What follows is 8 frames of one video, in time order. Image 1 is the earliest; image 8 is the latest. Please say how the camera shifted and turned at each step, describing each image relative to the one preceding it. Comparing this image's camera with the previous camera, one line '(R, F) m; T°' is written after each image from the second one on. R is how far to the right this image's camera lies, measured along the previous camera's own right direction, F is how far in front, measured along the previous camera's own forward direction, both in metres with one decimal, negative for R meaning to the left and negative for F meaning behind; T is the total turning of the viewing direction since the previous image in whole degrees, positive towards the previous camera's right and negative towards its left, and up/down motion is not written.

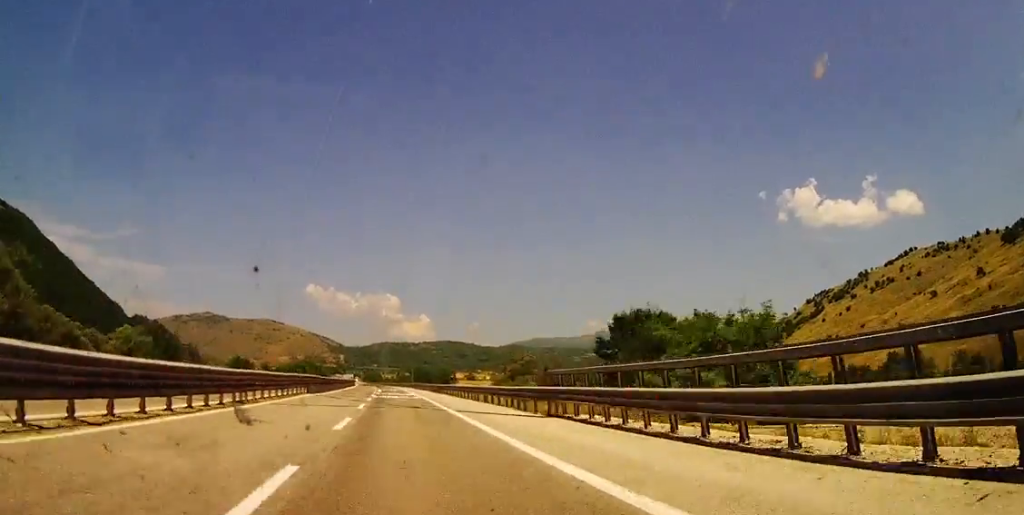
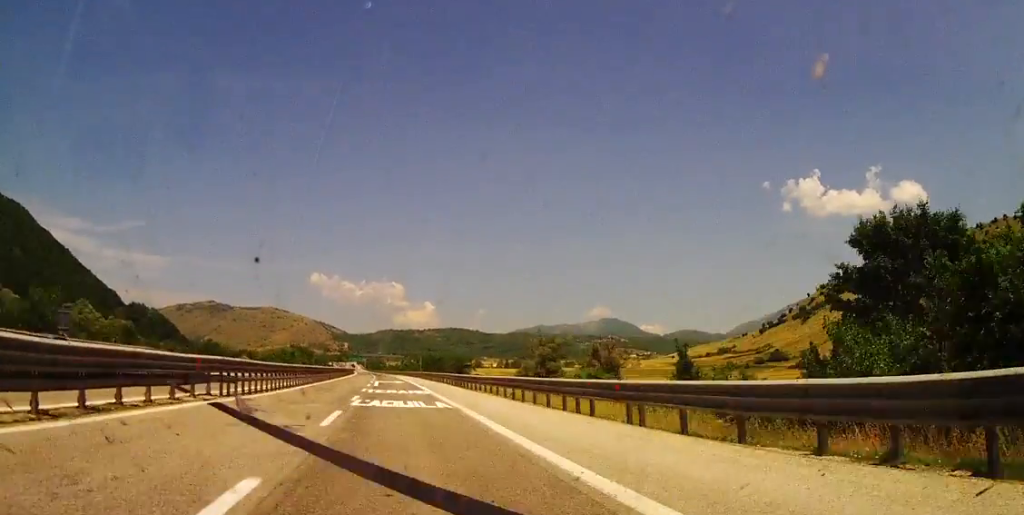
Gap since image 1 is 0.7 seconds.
(-0.1, +25.5) m; -1°
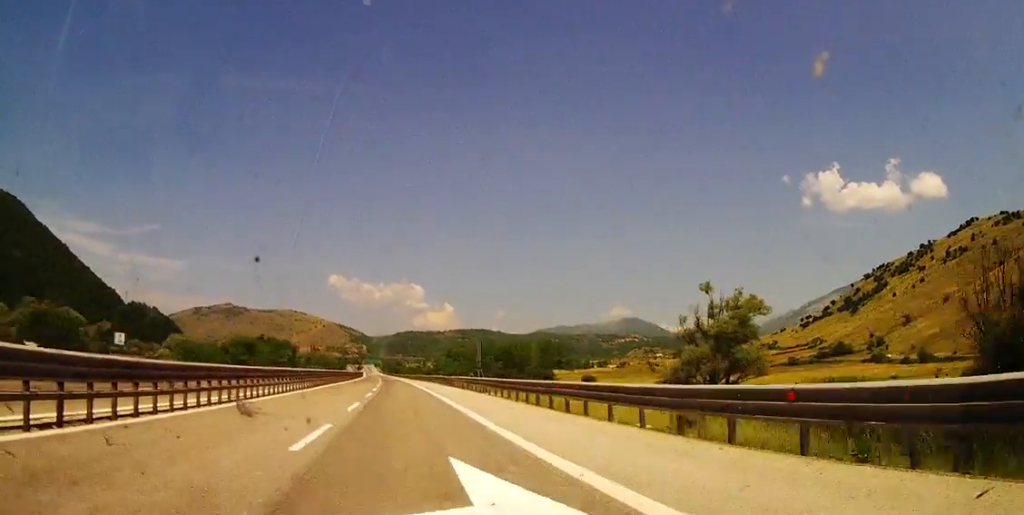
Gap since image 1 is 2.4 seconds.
(-0.9, +63.1) m; -2°
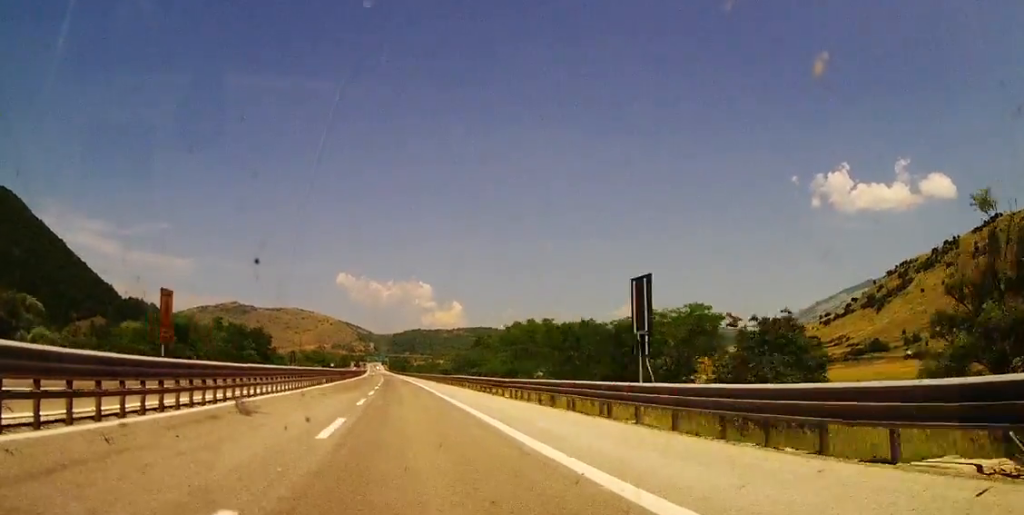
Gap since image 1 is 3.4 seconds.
(-0.5, +33.7) m; -1°
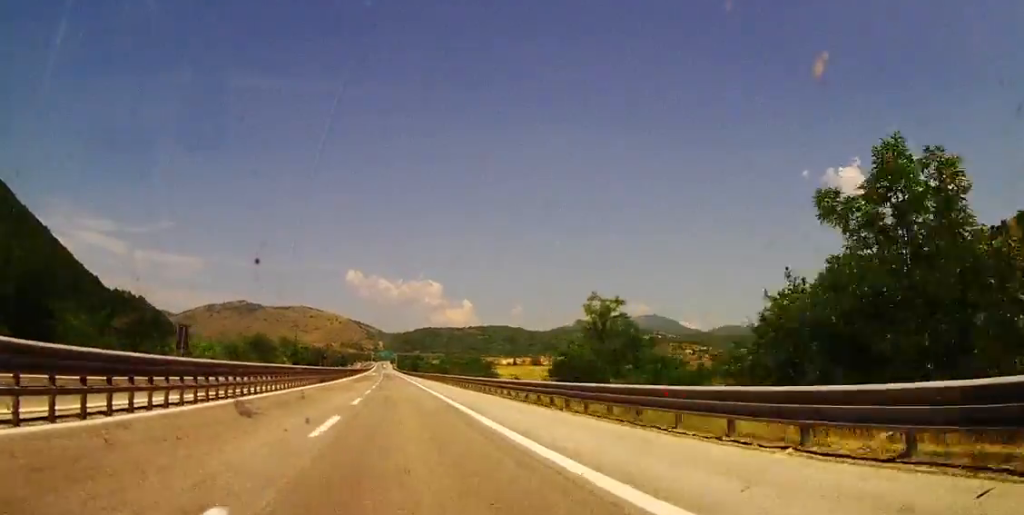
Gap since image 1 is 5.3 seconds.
(-1.3, +70.4) m; -2°
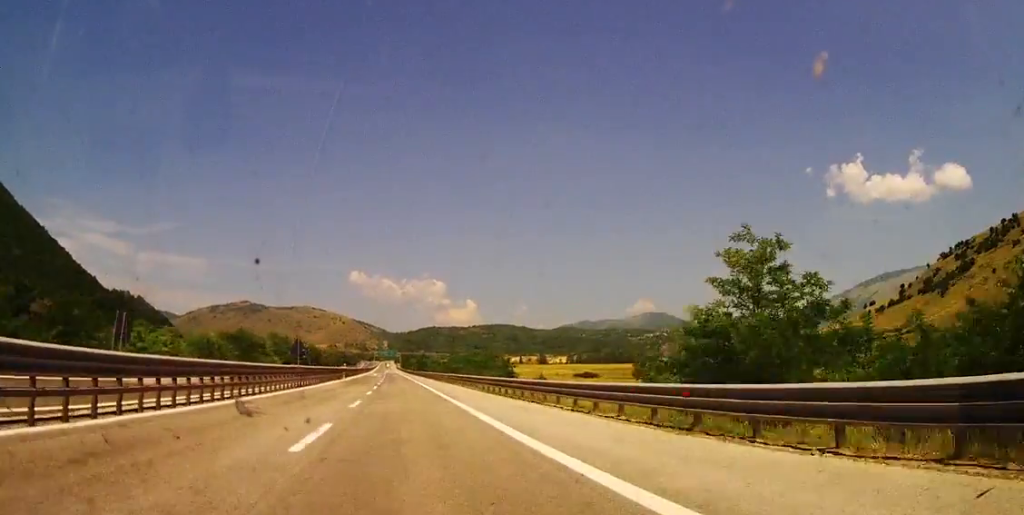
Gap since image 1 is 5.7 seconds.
(0.0, +14.3) m; 0°
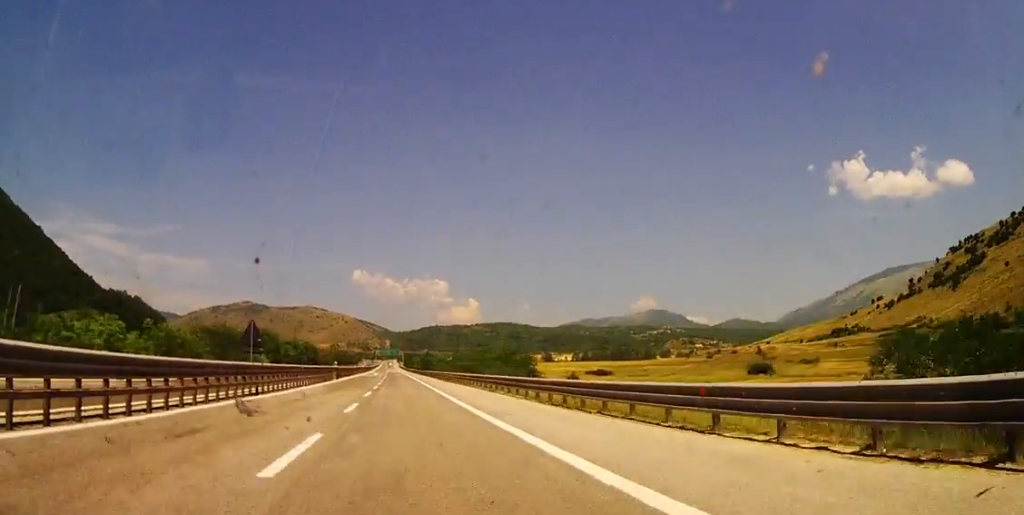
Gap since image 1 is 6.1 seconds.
(-0.1, +14.2) m; 0°
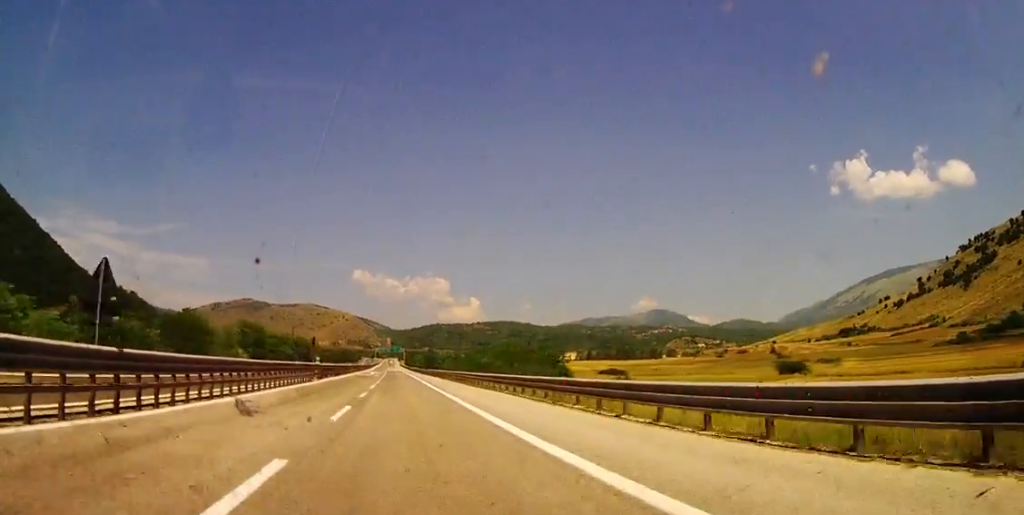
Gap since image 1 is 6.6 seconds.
(0.0, +15.4) m; 0°
